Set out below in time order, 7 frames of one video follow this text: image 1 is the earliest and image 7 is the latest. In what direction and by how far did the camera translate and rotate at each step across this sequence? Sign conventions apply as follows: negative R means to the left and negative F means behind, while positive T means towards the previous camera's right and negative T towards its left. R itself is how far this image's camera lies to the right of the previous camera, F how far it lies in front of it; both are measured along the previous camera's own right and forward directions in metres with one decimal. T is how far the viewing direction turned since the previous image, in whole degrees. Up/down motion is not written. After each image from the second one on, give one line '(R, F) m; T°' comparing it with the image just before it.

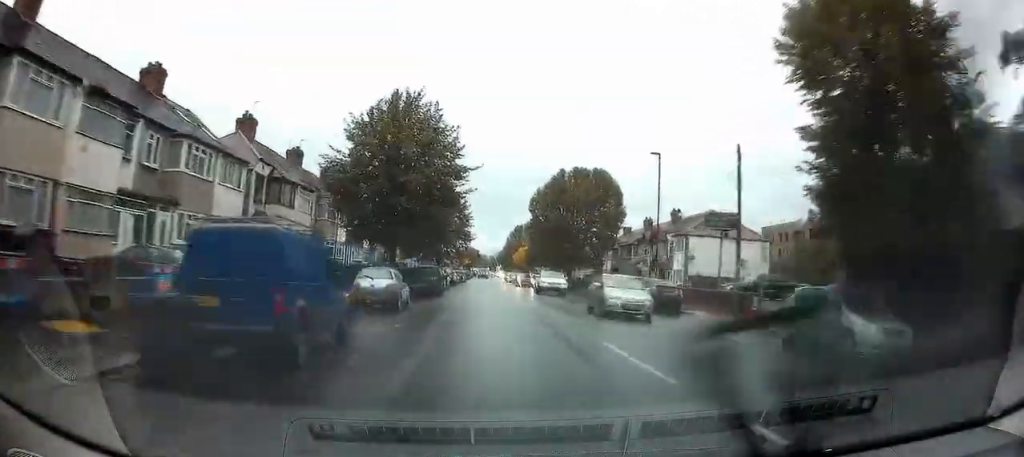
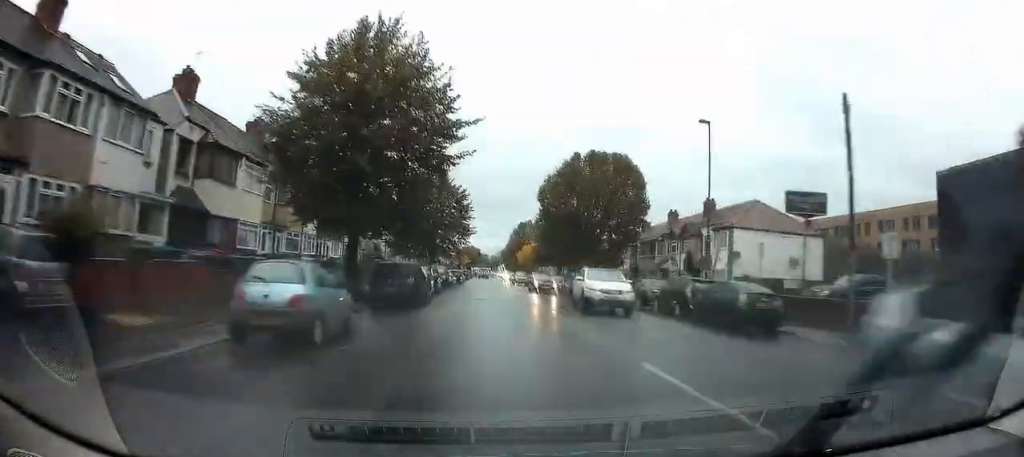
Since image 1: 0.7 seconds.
(-0.1, +8.6) m; 0°
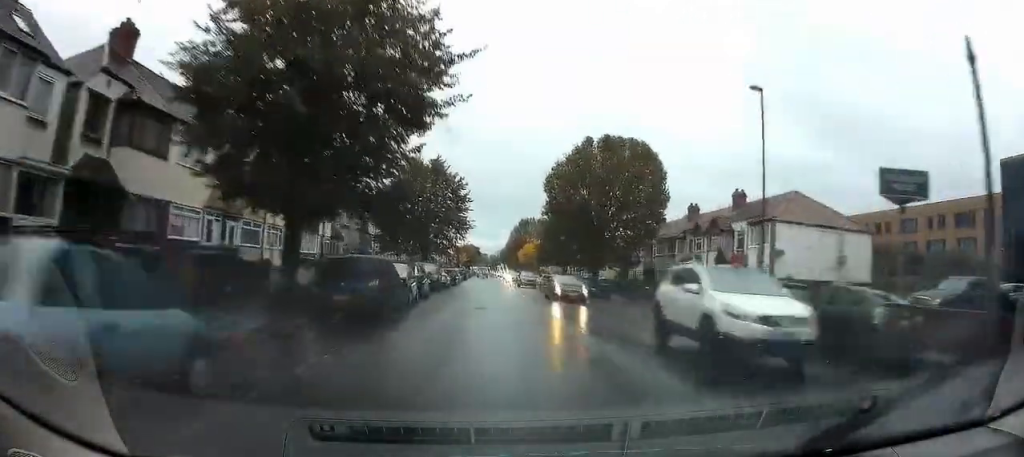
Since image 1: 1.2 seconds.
(+0.1, +6.3) m; +1°
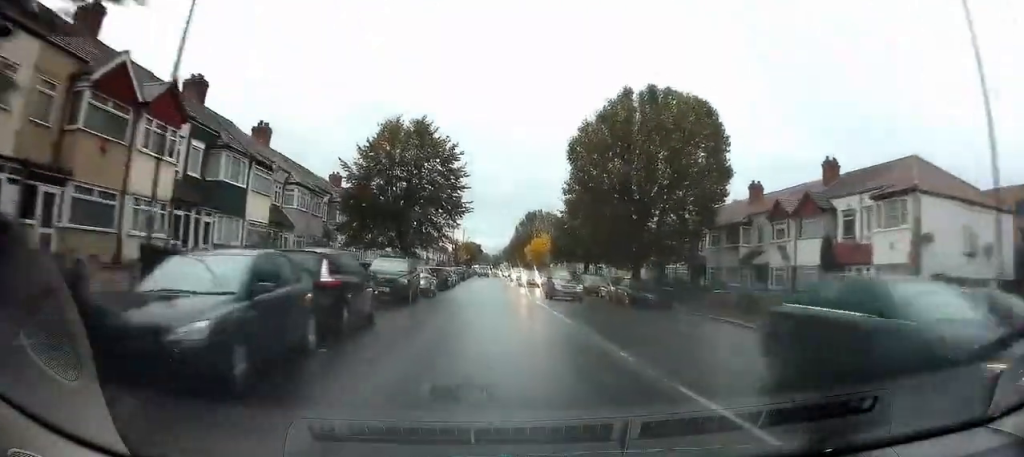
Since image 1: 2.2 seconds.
(+0.1, +13.2) m; 0°
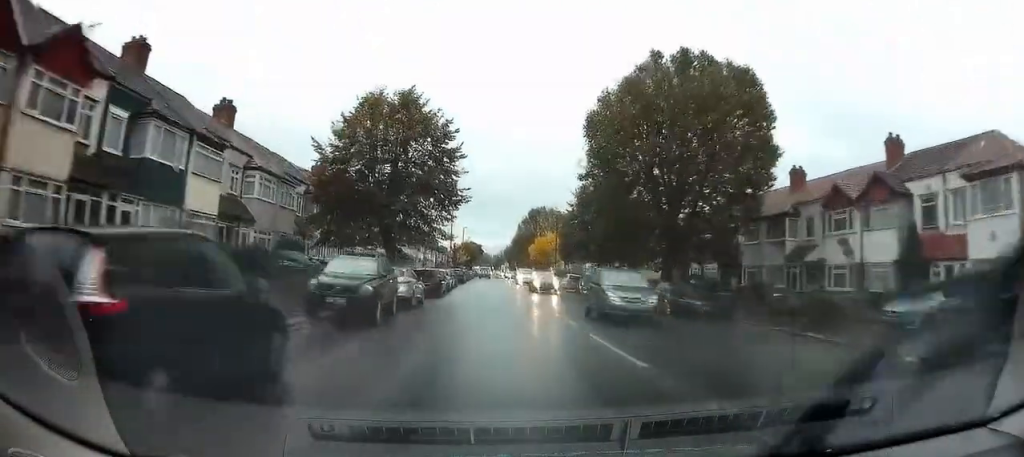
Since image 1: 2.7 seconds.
(0.0, +6.4) m; 0°
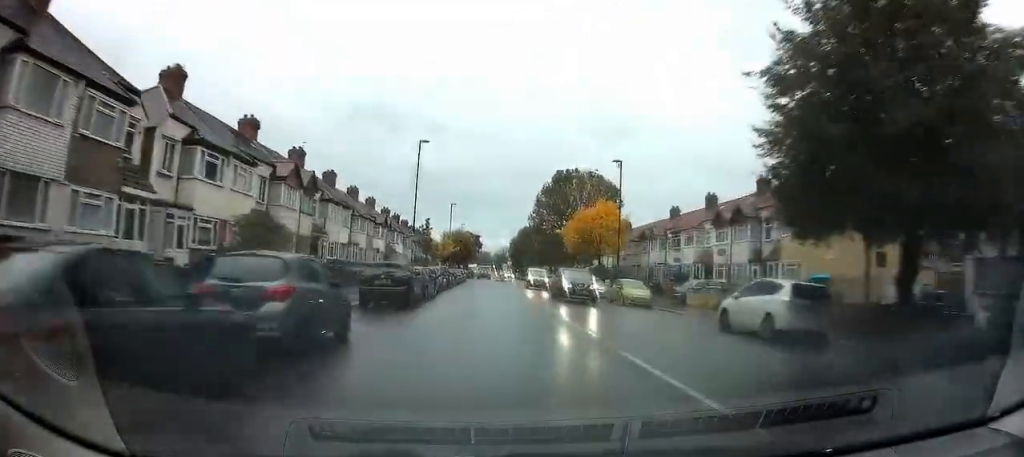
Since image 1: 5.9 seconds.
(-0.2, +39.9) m; +1°
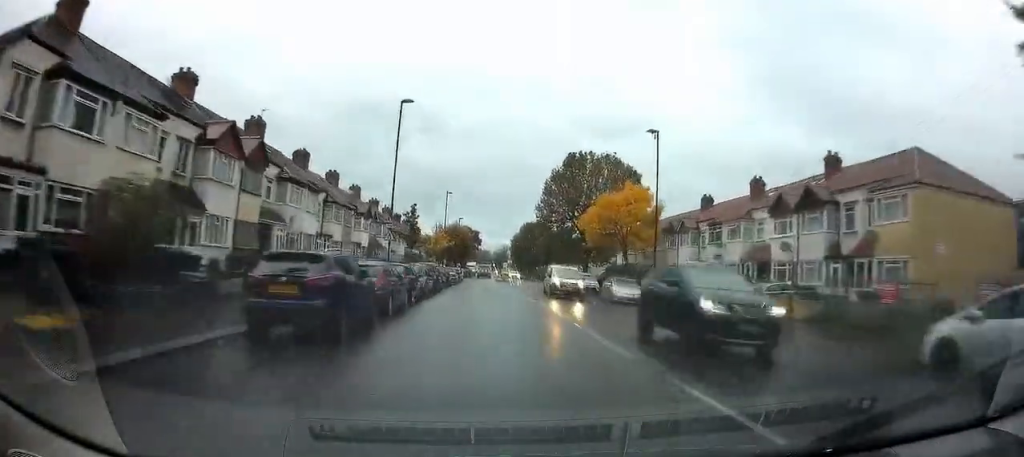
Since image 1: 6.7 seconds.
(0.0, +9.6) m; 0°
